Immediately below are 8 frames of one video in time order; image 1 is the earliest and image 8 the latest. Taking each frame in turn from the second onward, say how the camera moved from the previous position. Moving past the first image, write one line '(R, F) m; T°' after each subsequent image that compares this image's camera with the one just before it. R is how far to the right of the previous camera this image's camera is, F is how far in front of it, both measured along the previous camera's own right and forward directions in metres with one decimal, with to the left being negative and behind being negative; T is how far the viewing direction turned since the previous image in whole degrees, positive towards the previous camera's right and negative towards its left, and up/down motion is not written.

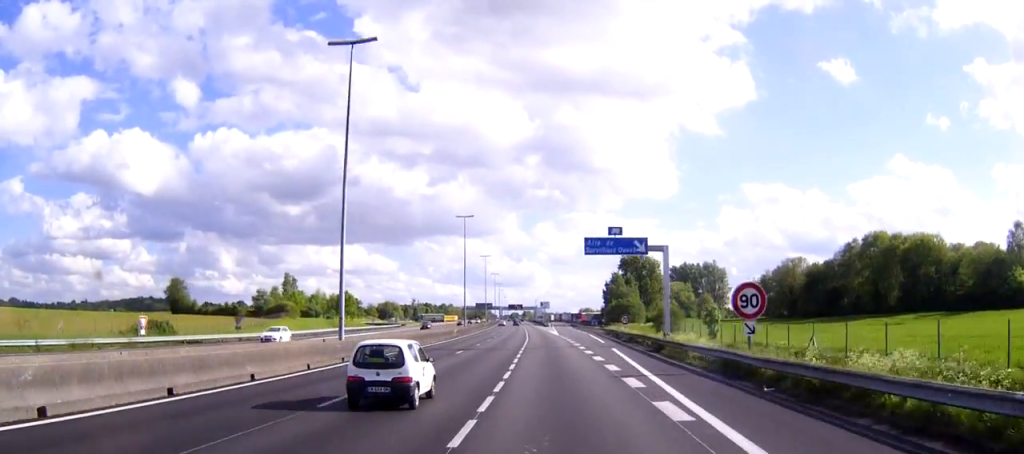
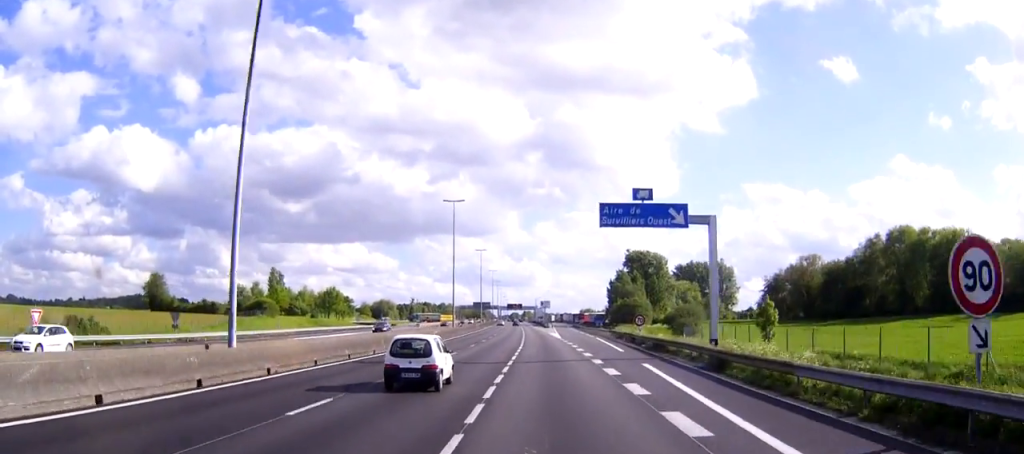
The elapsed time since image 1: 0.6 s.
(0.0, +14.5) m; 0°
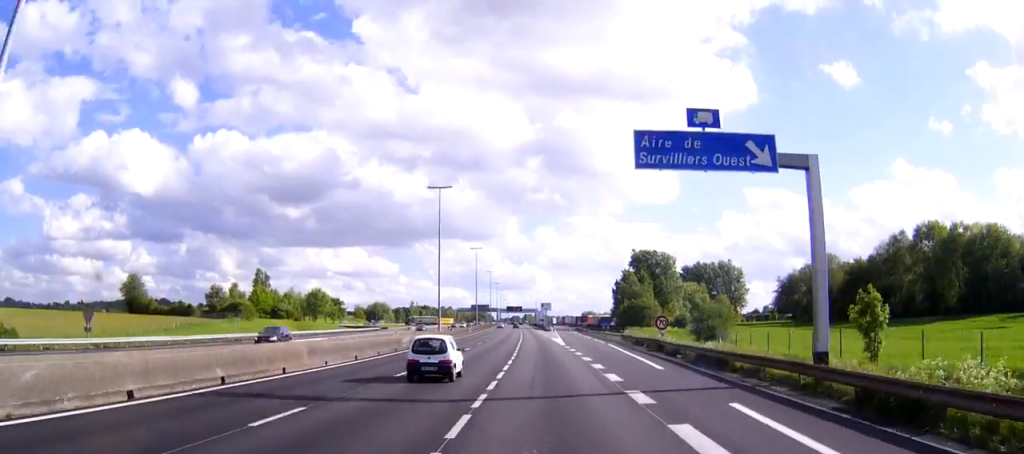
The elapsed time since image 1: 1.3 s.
(0.0, +14.5) m; 0°
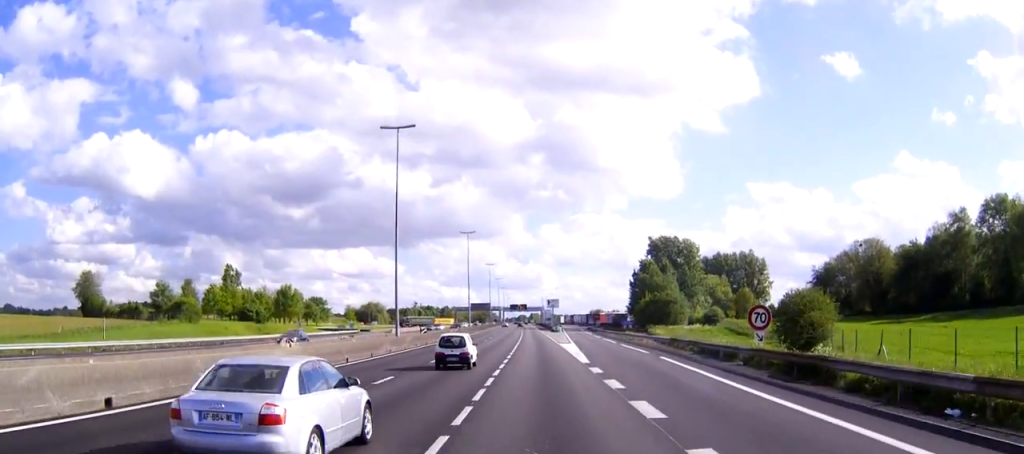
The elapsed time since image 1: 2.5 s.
(-0.2, +28.2) m; -1°
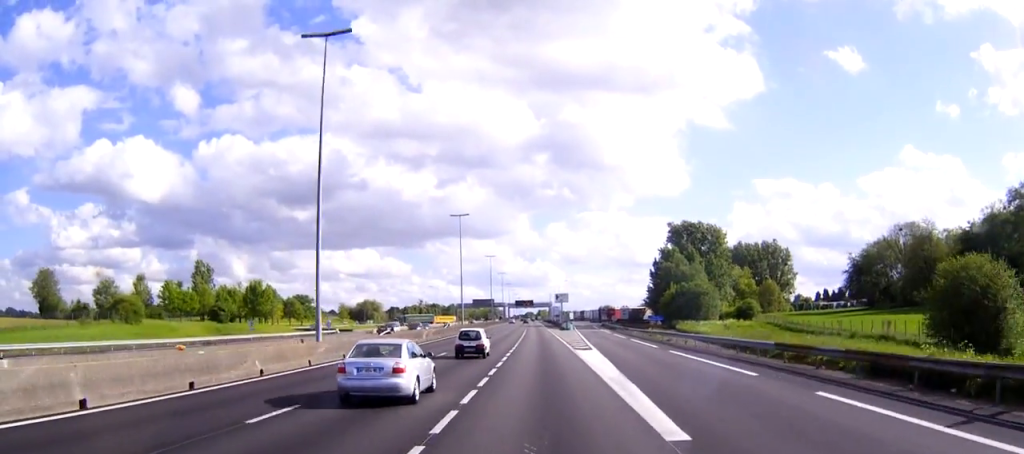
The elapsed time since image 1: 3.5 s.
(-0.1, +22.9) m; 0°
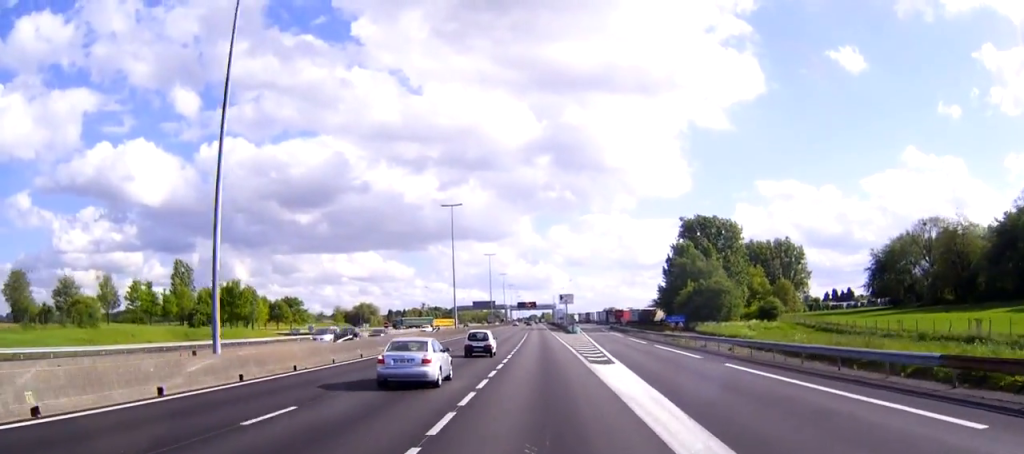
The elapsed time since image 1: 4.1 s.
(0.0, +13.0) m; 0°
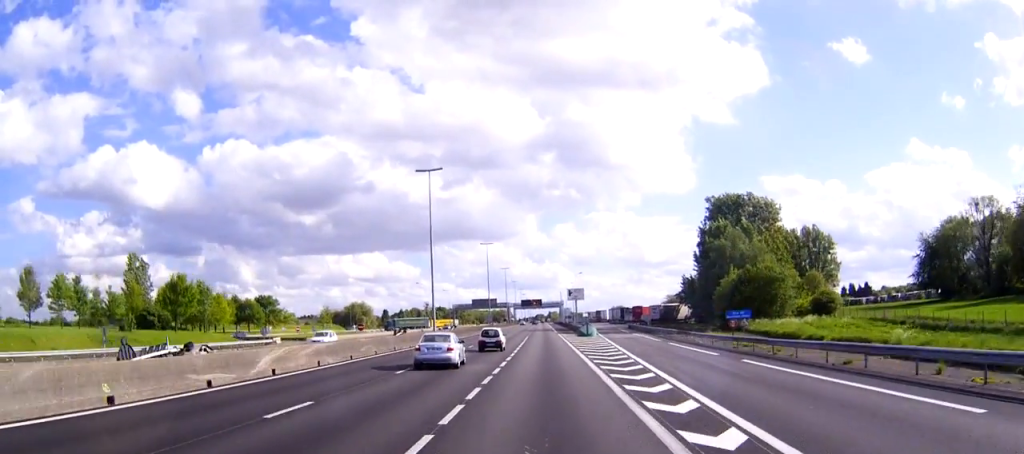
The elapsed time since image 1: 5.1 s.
(0.0, +24.4) m; 0°
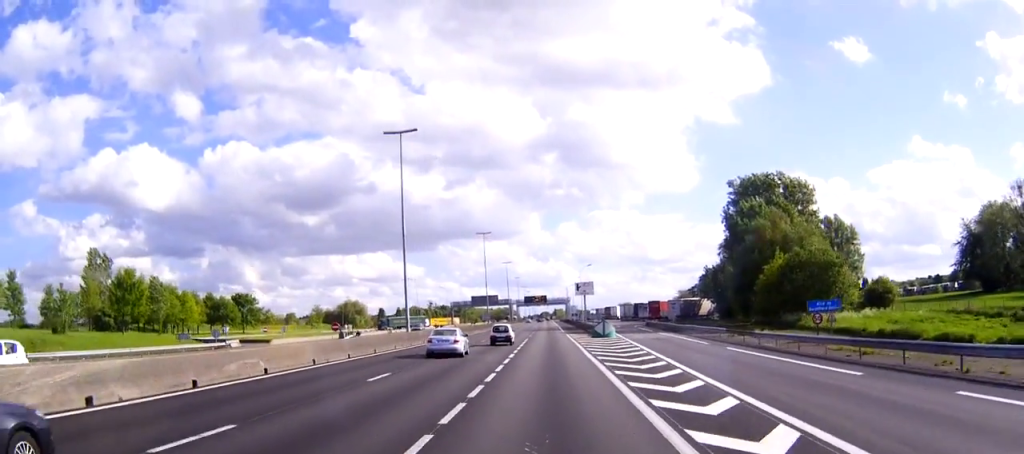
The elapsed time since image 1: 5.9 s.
(0.0, +17.5) m; 0°
